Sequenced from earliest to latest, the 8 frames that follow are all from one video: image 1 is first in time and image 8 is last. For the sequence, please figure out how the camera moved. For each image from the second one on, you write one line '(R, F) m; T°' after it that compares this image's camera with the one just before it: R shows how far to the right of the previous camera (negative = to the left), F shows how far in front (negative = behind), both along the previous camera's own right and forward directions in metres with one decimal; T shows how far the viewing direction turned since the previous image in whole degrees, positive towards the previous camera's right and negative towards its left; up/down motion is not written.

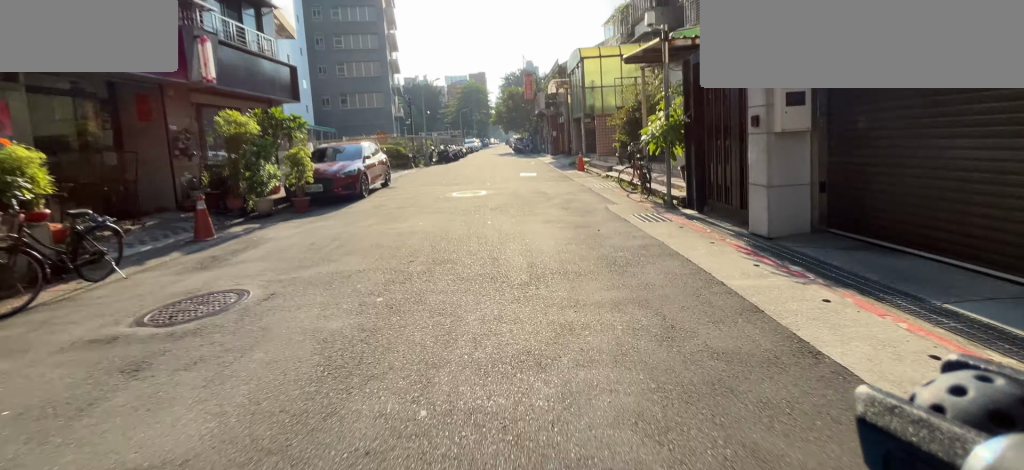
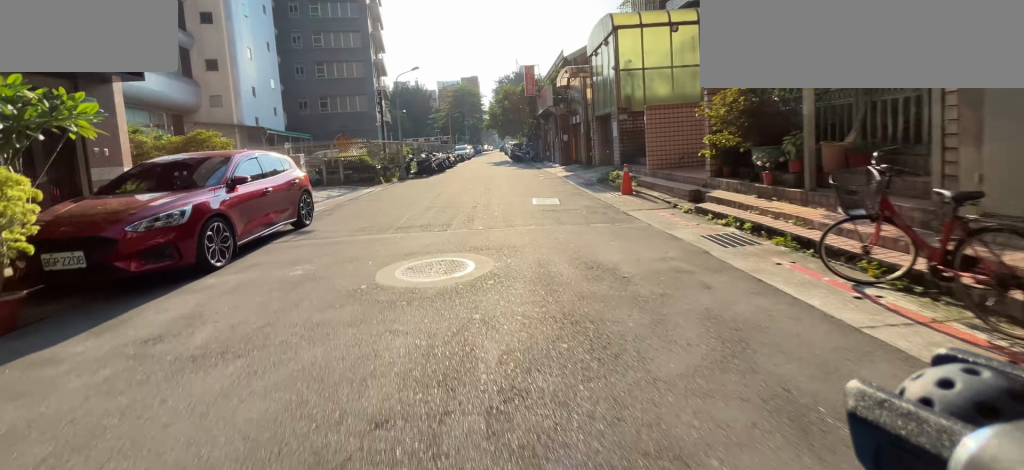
(0.0, +5.9) m; 0°
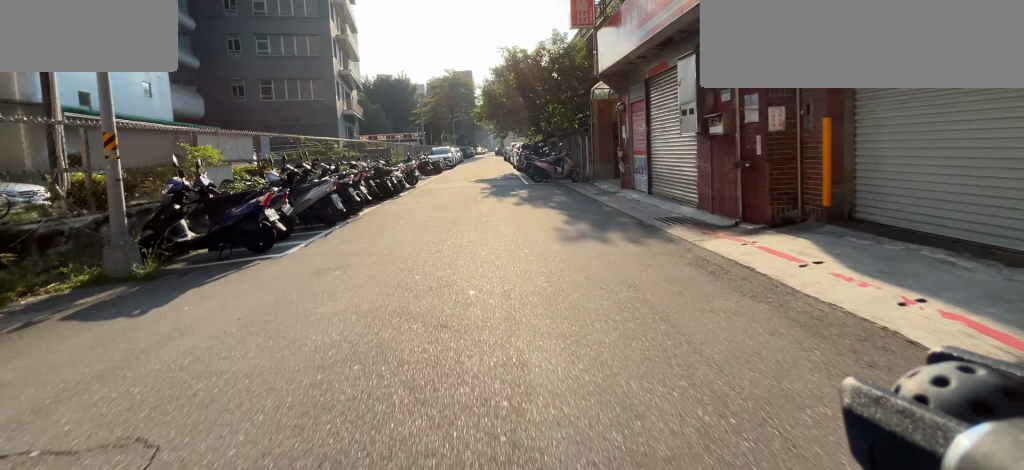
(0.0, +16.0) m; 0°
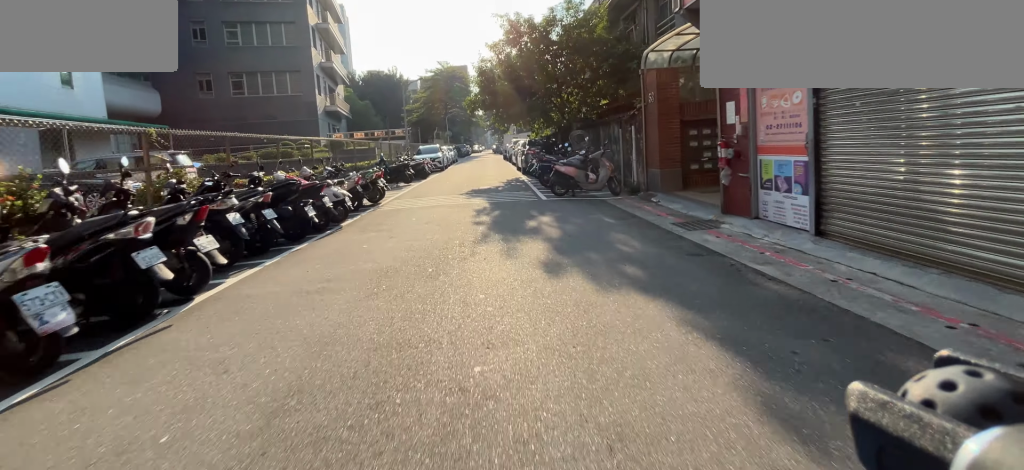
(0.0, +5.2) m; 0°
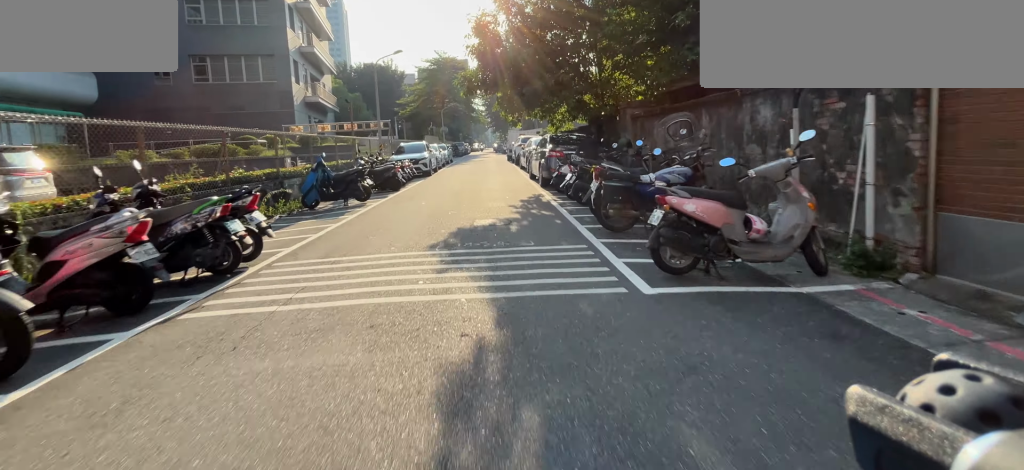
(0.0, +6.8) m; 0°
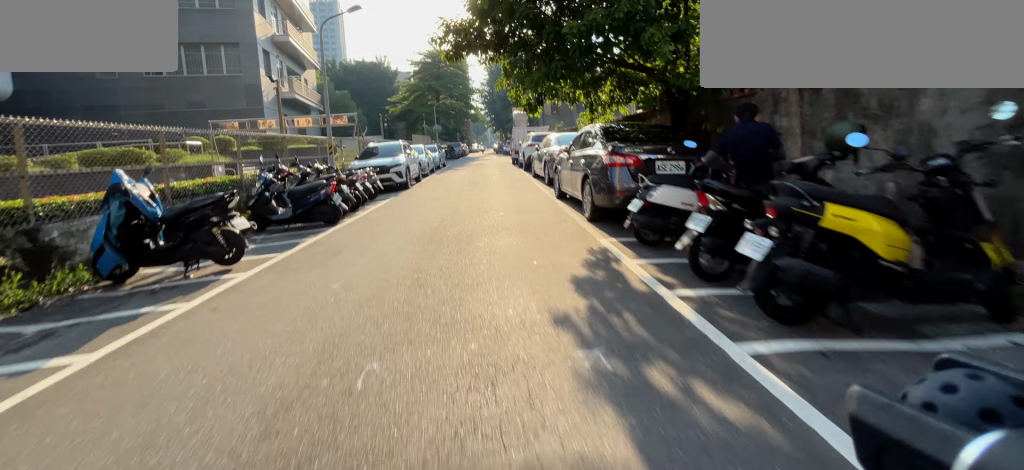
(0.0, +5.4) m; 0°
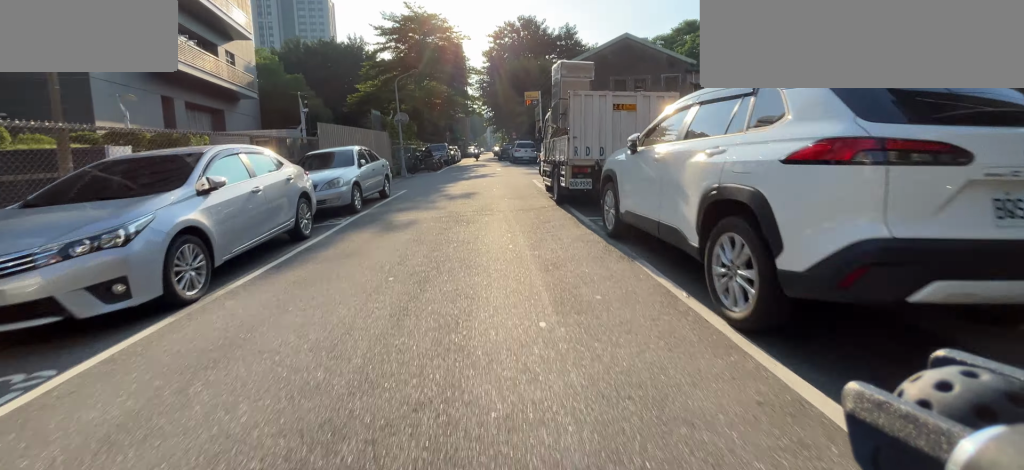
(+0.1, +15.8) m; -1°
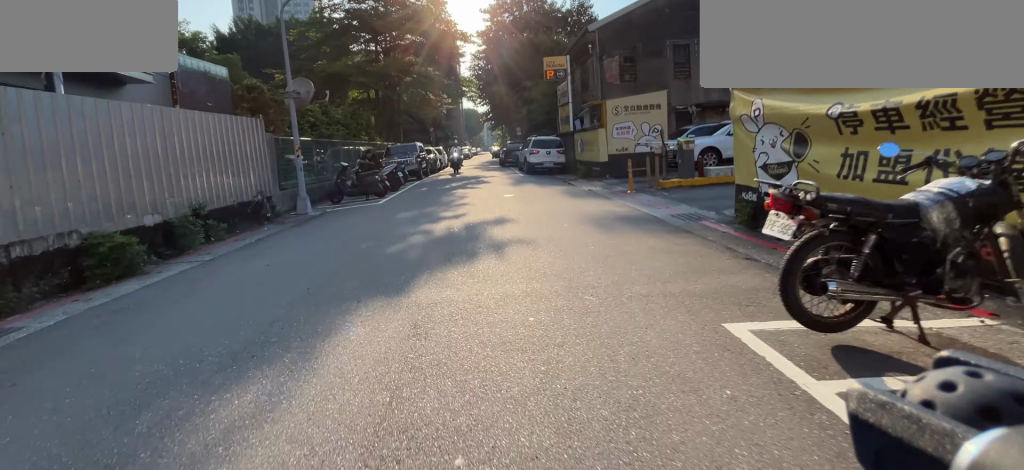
(-0.3, +11.6) m; +5°
